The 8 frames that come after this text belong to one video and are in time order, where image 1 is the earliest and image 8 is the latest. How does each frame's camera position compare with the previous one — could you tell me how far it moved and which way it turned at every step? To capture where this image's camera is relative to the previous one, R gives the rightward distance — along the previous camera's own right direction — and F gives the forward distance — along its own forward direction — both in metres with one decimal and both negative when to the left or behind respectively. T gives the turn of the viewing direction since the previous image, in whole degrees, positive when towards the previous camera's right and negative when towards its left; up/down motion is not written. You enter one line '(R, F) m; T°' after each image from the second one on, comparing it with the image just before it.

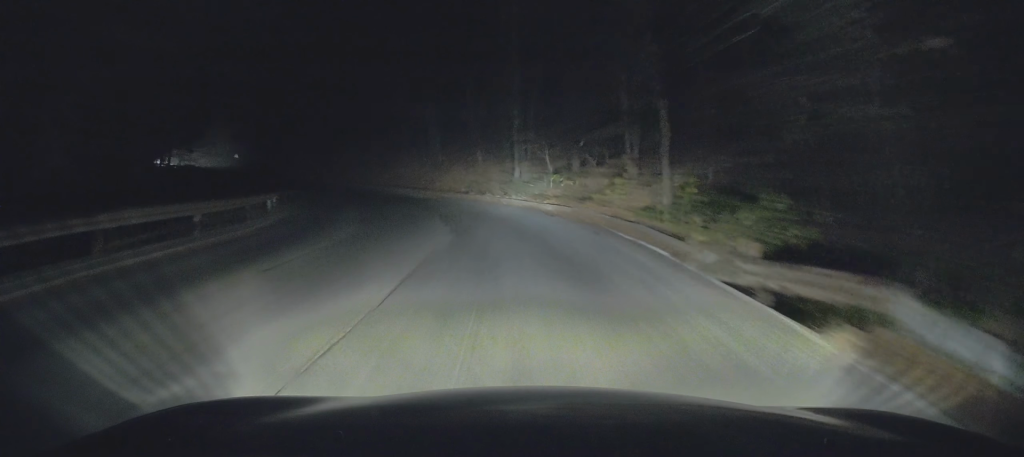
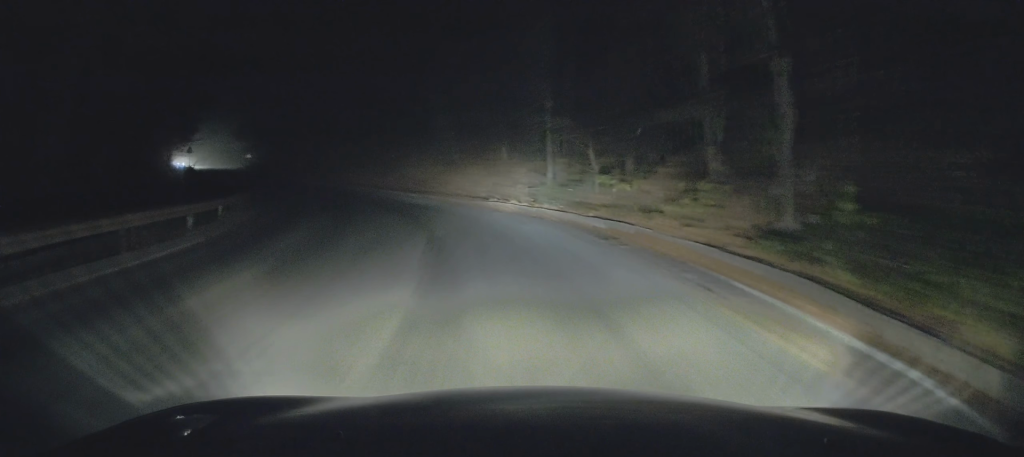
(-0.1, +6.9) m; -3°
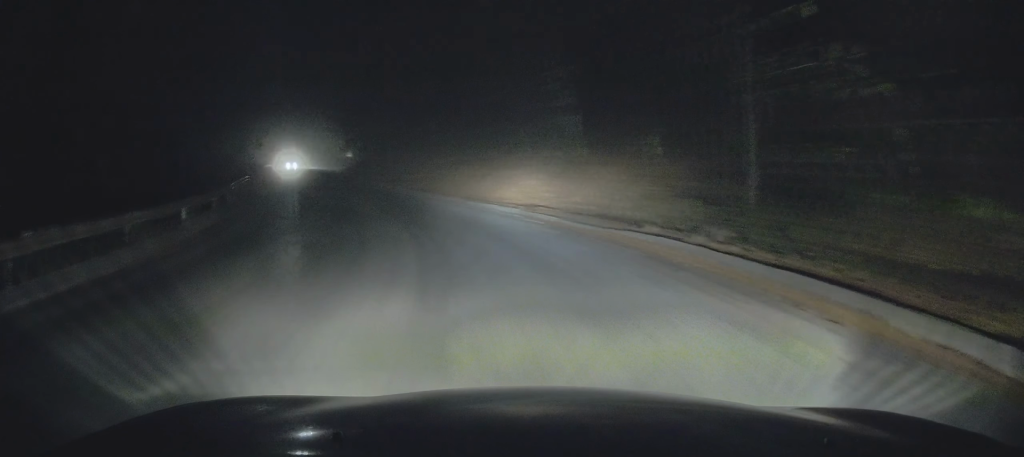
(-0.4, +12.2) m; -8°
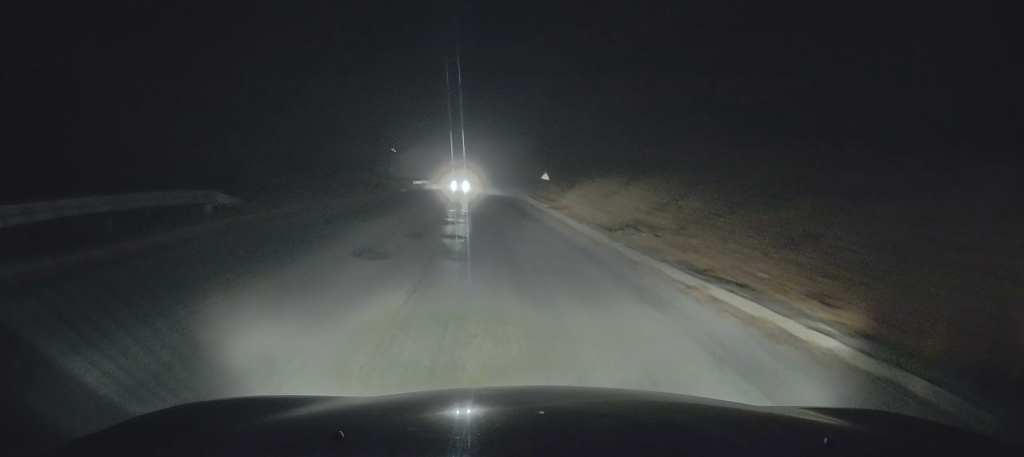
(-3.1, +21.9) m; -15°
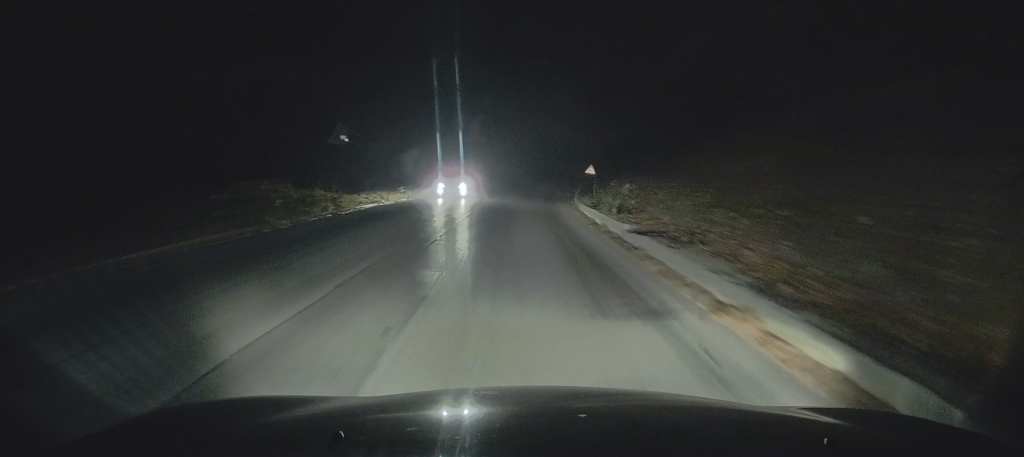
(-1.3, +15.1) m; -7°
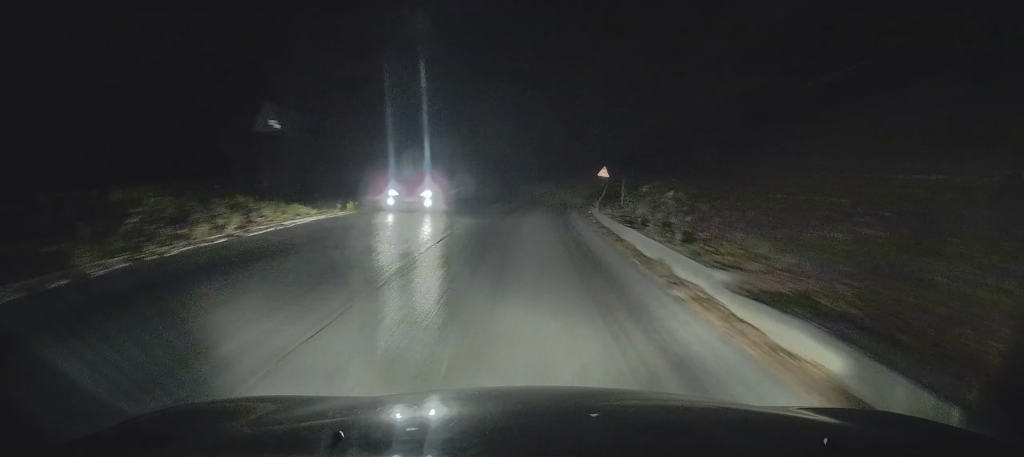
(-0.2, +6.7) m; -2°
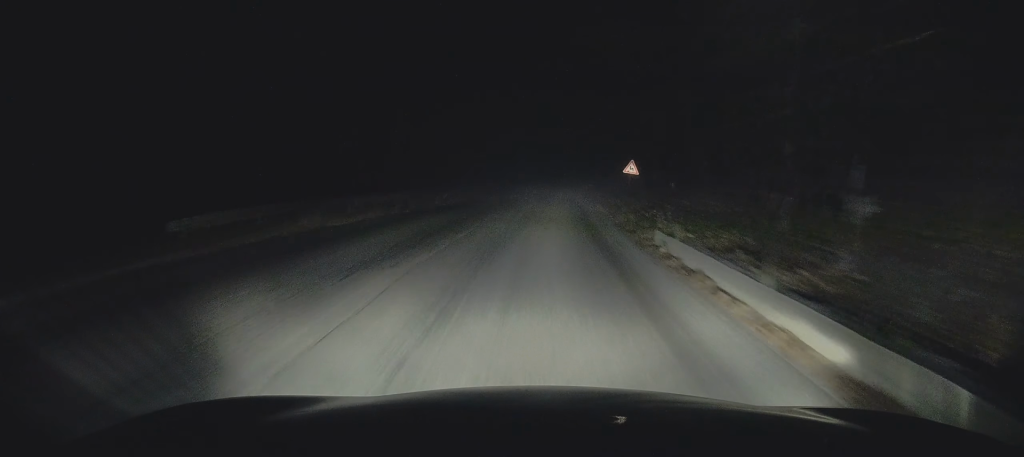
(-0.5, +14.7) m; -2°
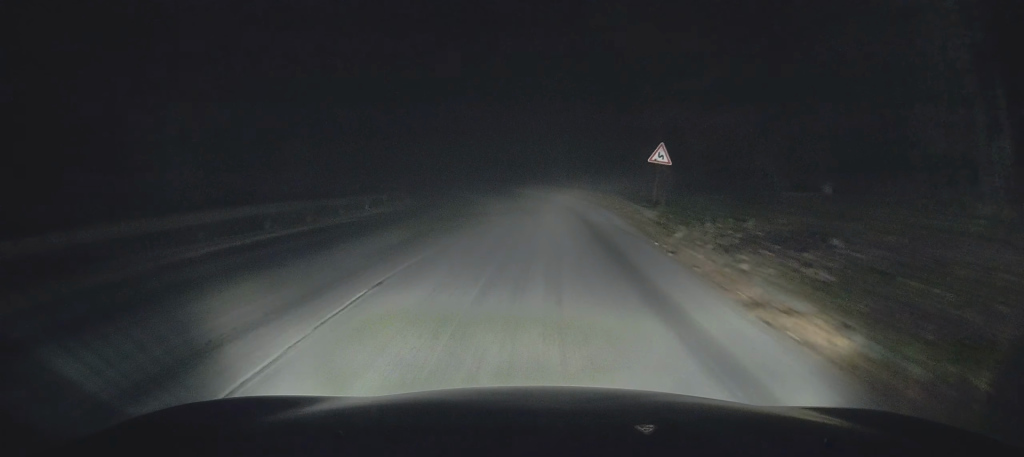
(0.0, +13.2) m; +2°
